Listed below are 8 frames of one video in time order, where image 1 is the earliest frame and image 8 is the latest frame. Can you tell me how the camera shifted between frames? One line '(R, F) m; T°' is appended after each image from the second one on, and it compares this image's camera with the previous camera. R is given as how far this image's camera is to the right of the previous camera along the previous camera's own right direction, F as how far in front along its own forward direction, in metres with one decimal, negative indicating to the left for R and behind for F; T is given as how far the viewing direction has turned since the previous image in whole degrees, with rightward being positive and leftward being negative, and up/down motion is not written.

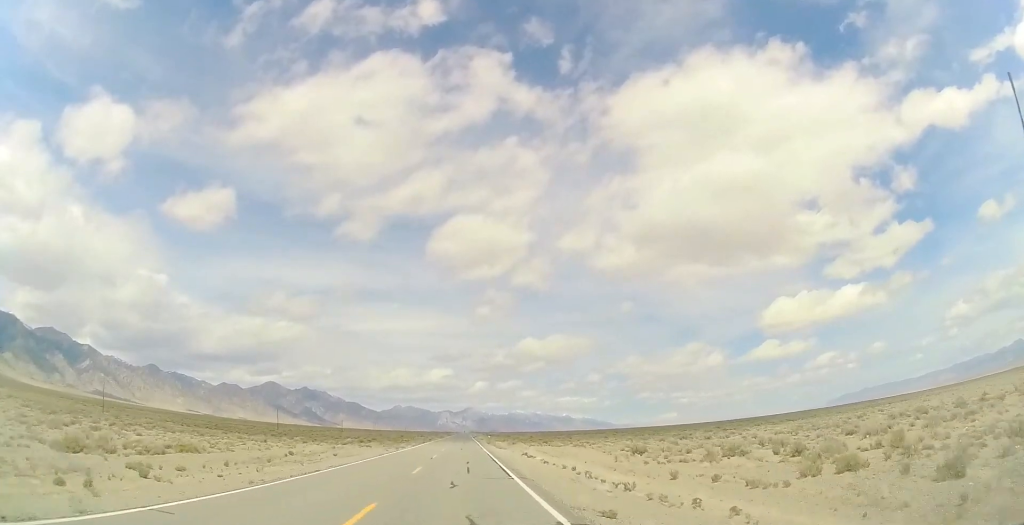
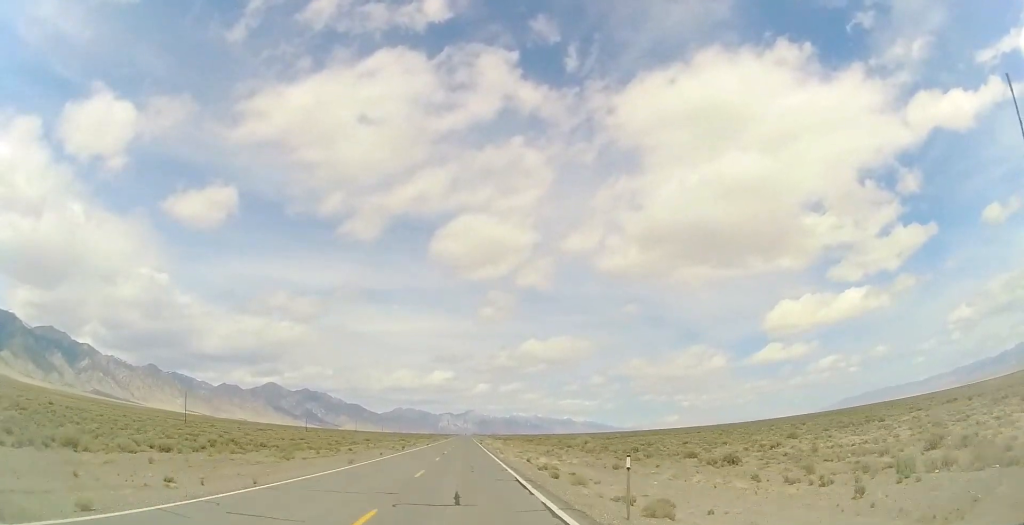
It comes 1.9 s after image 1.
(-0.9, +61.8) m; -1°
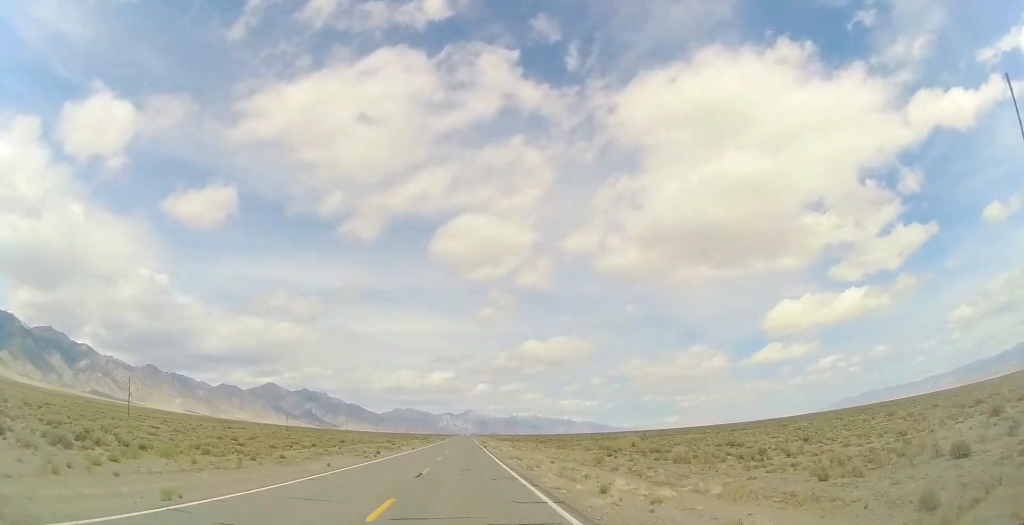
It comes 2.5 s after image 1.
(+0.3, +22.2) m; 0°
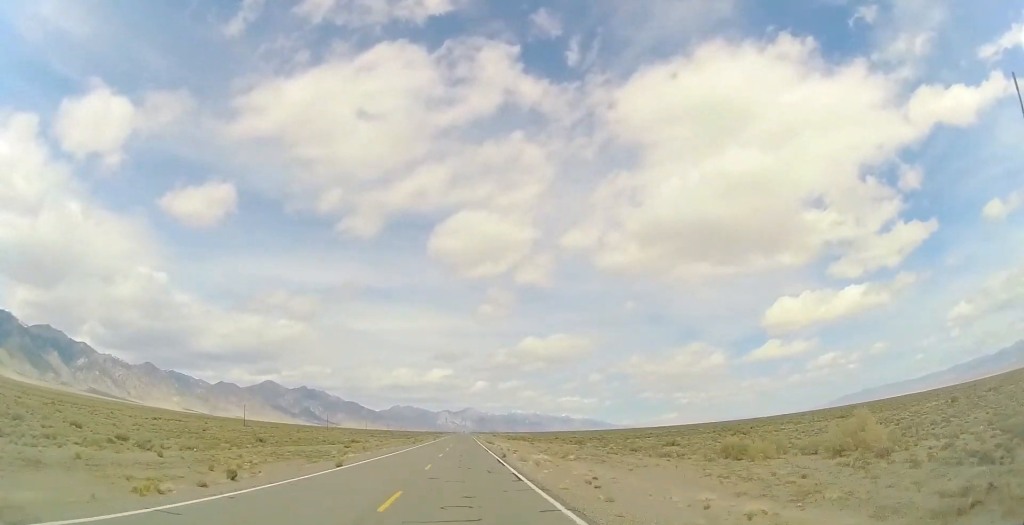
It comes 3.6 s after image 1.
(-0.2, +35.5) m; +1°
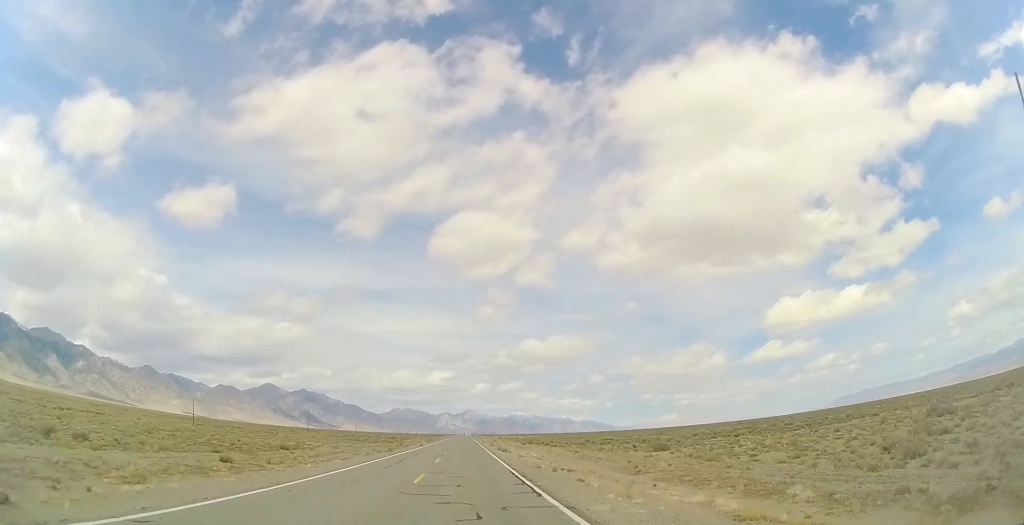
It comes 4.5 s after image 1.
(+0.5, +30.0) m; +1°
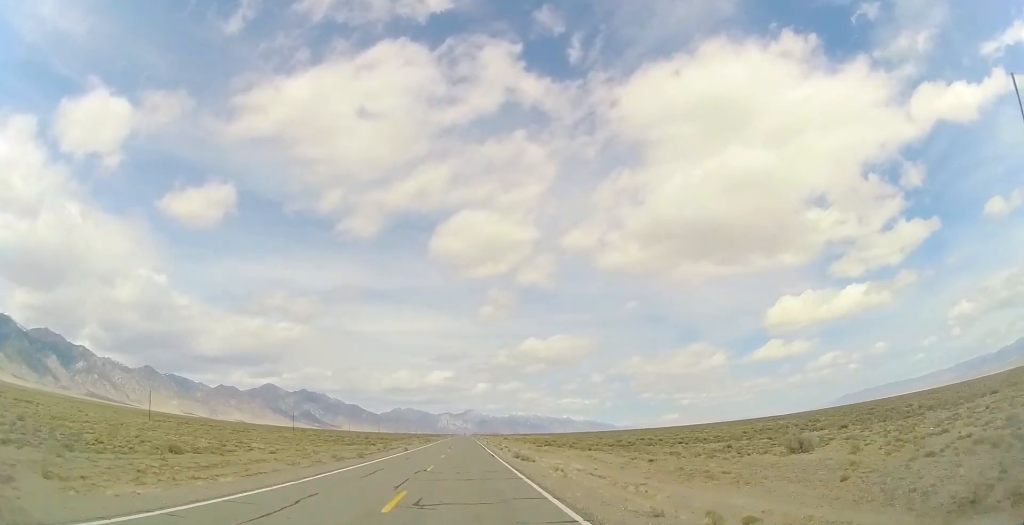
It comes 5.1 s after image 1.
(+0.1, +18.9) m; 0°
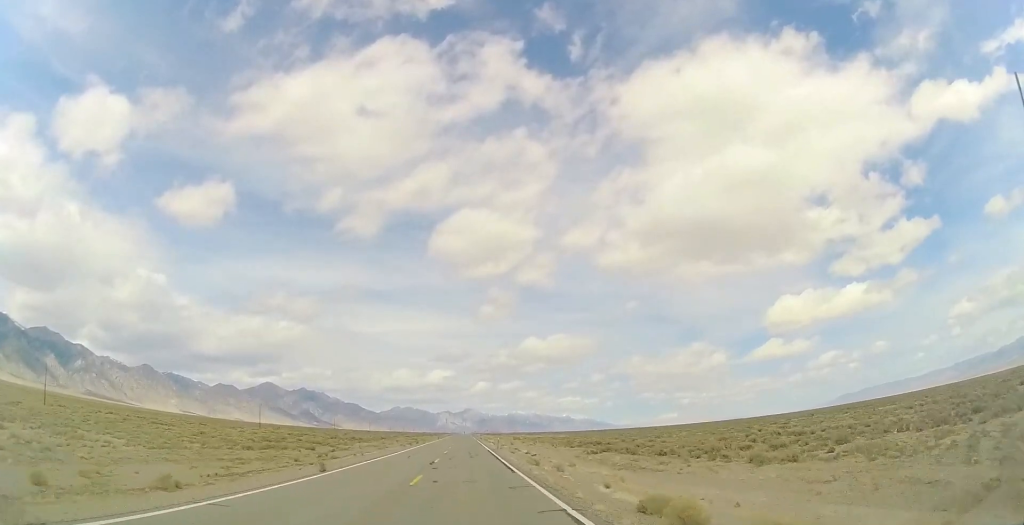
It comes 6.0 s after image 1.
(-0.4, +31.0) m; -1°
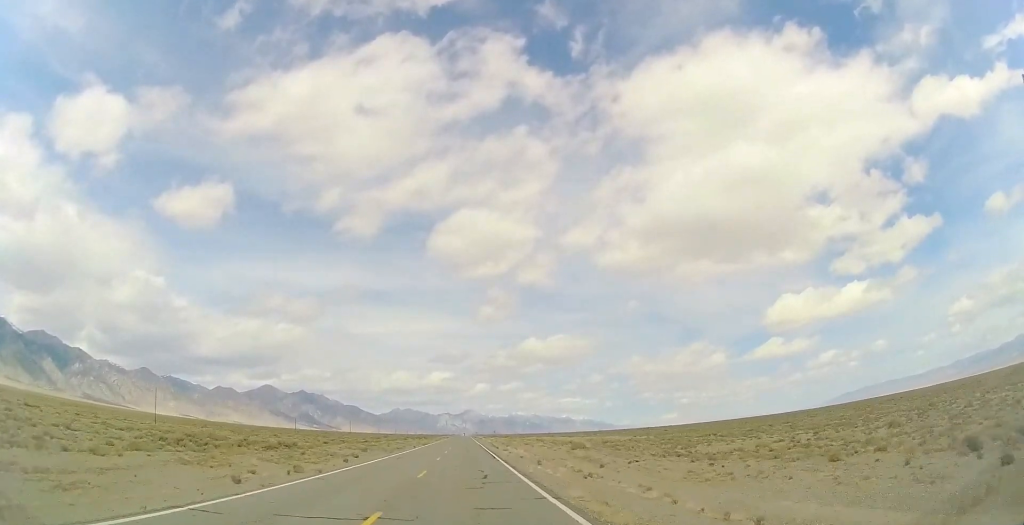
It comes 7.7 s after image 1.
(+0.1, +57.7) m; +1°
